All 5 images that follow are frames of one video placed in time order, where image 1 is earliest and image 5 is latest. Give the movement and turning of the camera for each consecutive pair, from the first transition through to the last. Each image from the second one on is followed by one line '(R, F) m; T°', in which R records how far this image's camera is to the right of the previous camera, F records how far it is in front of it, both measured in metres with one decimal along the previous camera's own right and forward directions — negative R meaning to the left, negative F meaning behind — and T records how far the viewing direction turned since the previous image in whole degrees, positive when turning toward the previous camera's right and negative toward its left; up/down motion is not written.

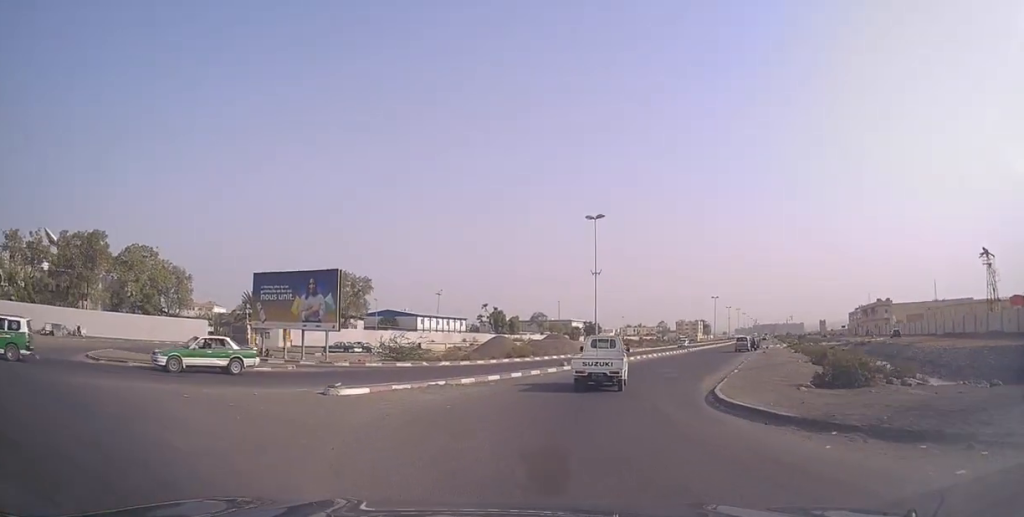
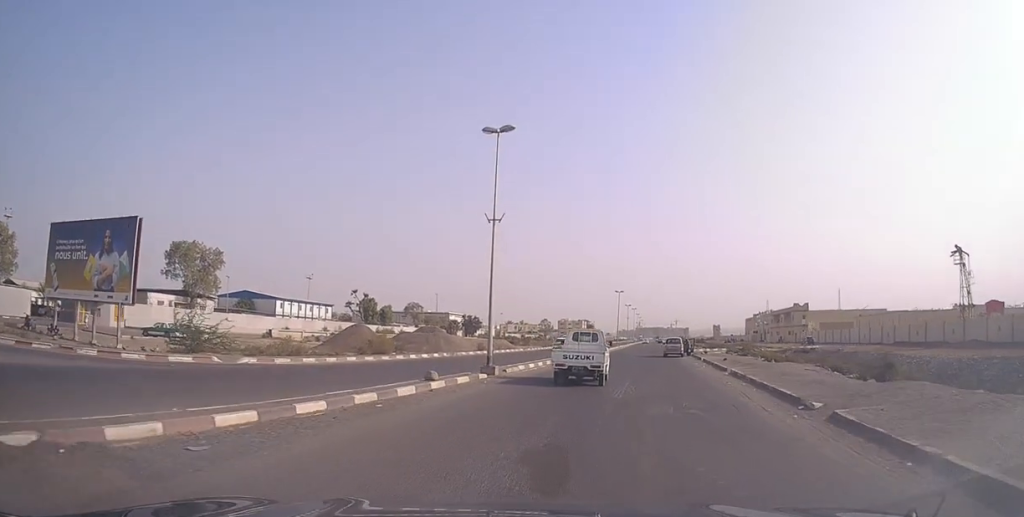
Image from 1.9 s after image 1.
(+1.1, +15.3) m; +7°
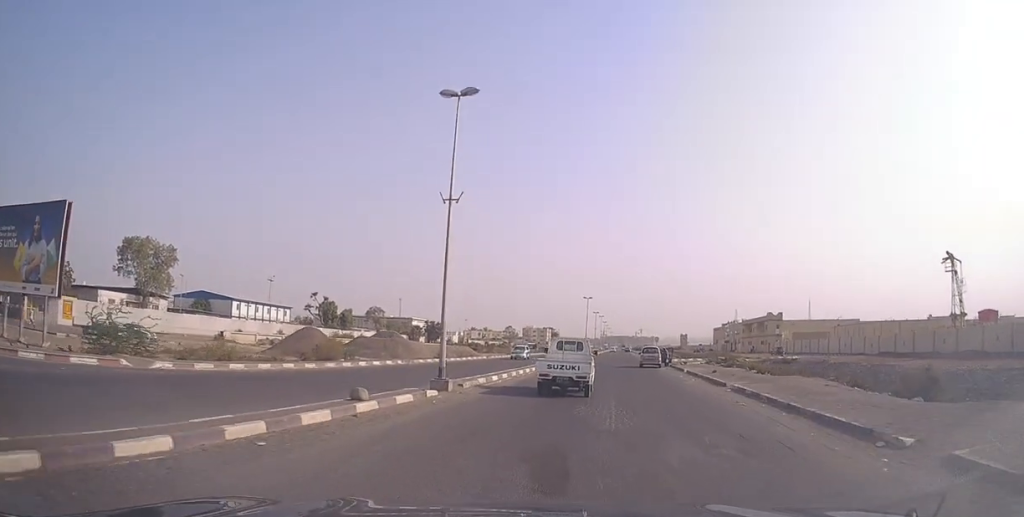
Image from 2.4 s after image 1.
(0.0, +4.1) m; +2°
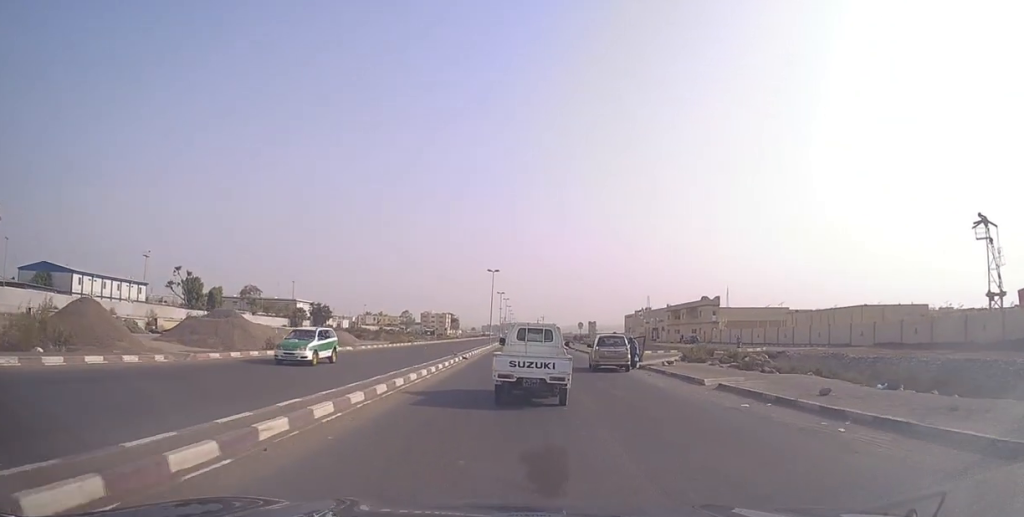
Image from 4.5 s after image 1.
(+2.2, +19.1) m; +12°
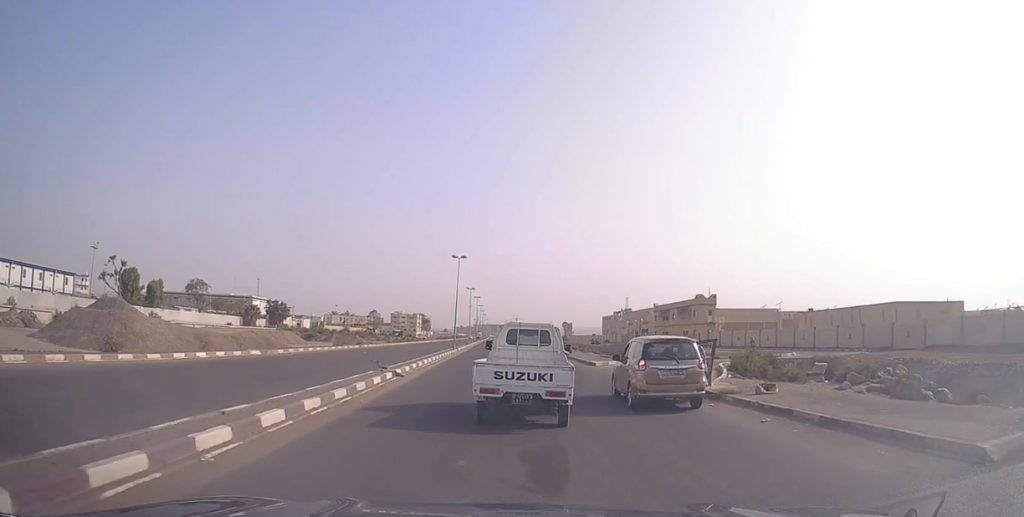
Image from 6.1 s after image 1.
(+0.3, +13.2) m; +3°
